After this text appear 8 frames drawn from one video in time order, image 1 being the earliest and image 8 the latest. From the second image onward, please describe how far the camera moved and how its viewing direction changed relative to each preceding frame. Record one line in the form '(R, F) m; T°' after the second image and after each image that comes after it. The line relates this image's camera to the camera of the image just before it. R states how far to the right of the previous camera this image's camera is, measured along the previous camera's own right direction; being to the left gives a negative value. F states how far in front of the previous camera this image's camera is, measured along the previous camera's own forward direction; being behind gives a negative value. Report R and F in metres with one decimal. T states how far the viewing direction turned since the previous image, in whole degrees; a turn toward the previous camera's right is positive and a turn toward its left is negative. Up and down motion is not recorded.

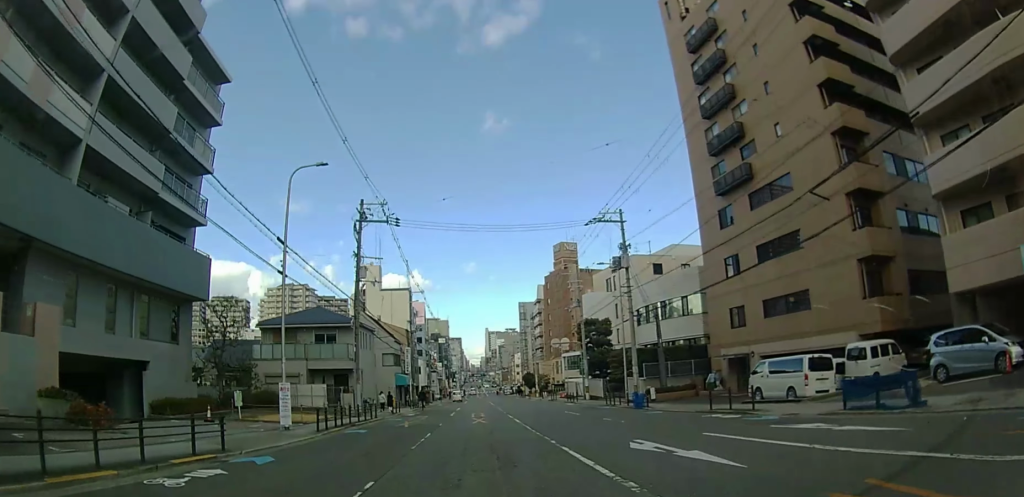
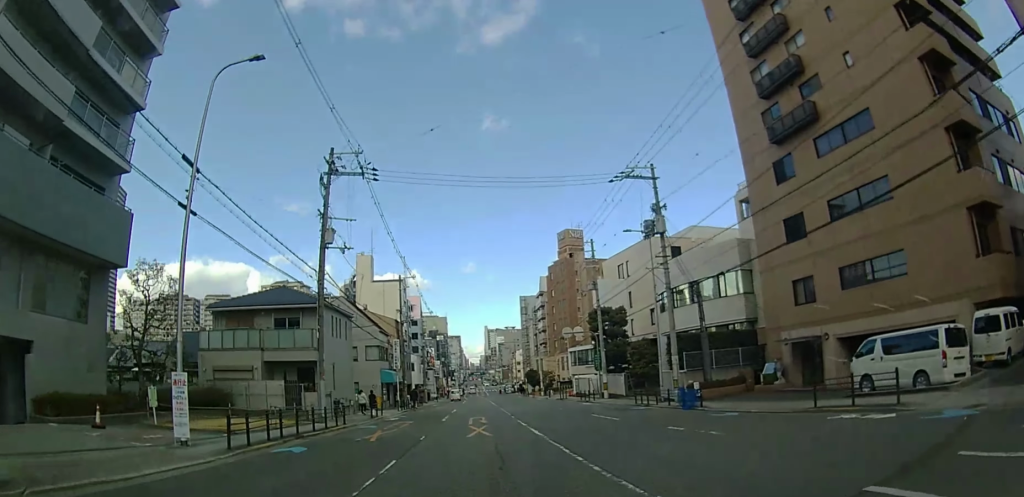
(0.0, +7.6) m; 0°
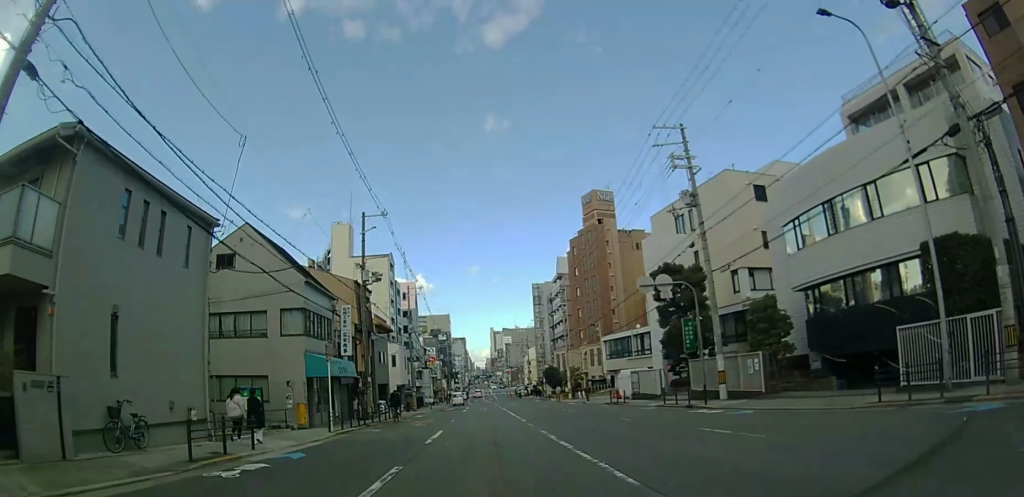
(-0.3, +22.0) m; -1°
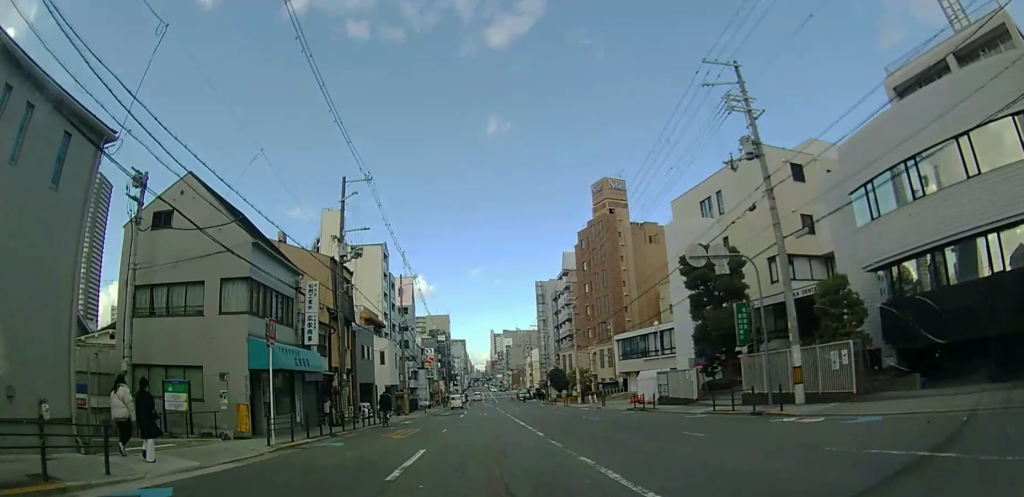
(+0.1, +6.3) m; +1°
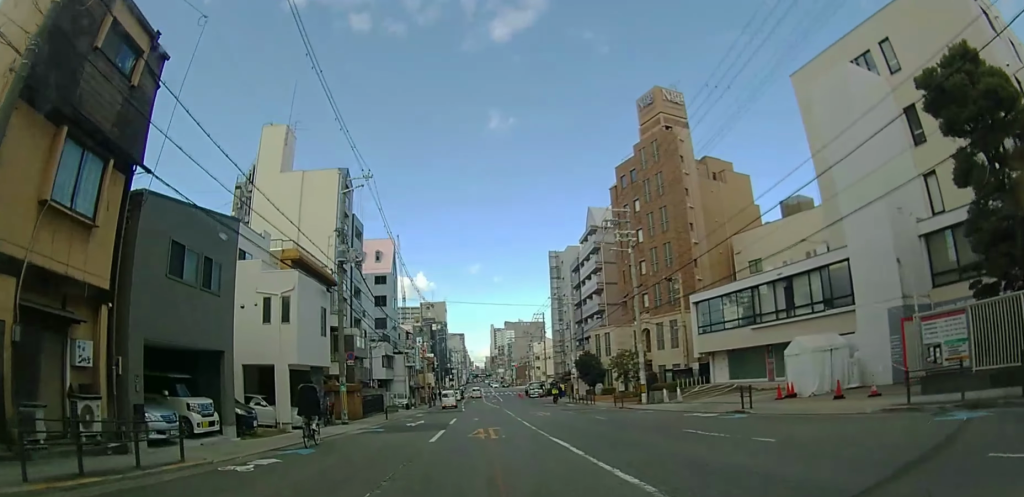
(+0.6, +23.9) m; +3°
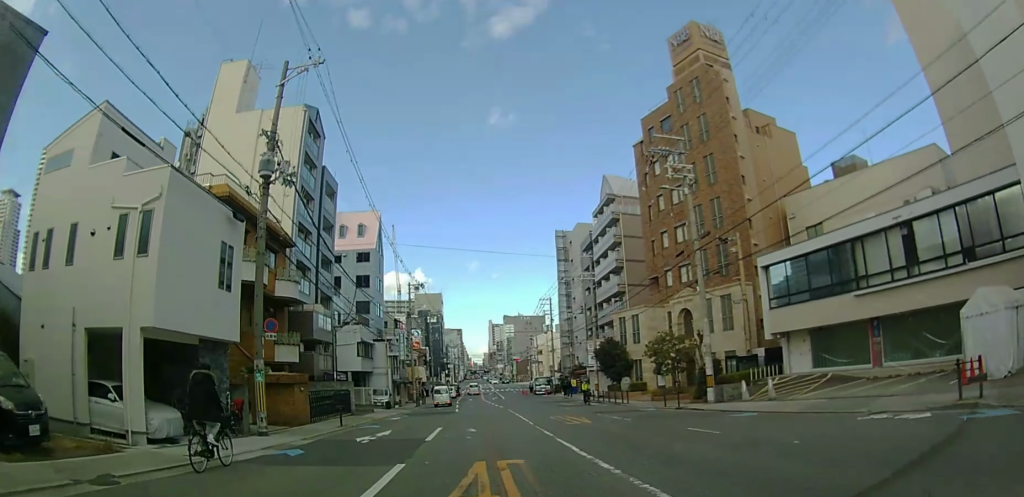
(+0.1, +10.6) m; 0°
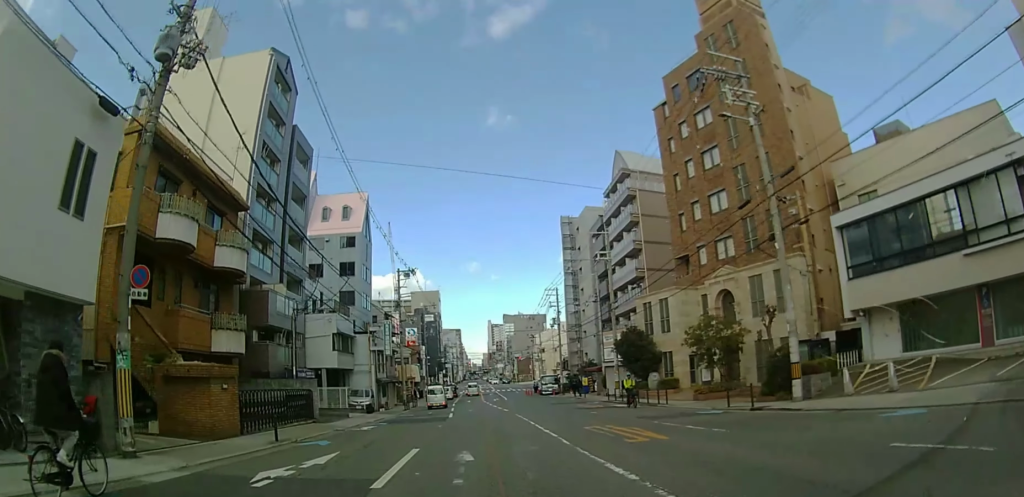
(0.0, +7.5) m; -1°
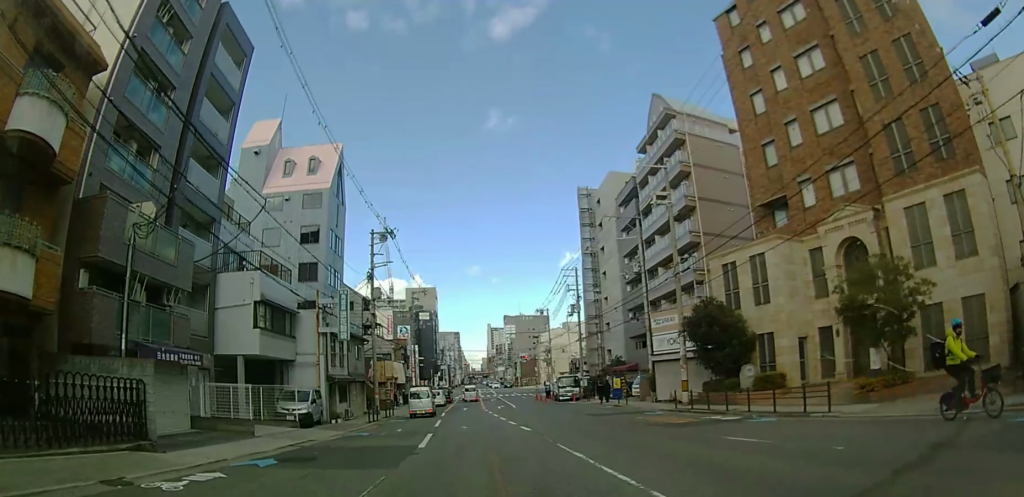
(-0.1, +14.1) m; -1°
